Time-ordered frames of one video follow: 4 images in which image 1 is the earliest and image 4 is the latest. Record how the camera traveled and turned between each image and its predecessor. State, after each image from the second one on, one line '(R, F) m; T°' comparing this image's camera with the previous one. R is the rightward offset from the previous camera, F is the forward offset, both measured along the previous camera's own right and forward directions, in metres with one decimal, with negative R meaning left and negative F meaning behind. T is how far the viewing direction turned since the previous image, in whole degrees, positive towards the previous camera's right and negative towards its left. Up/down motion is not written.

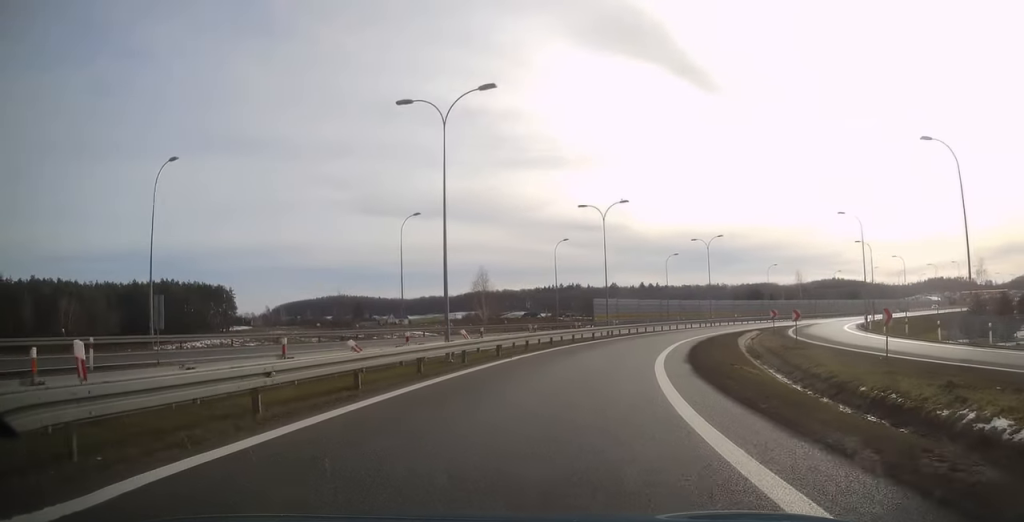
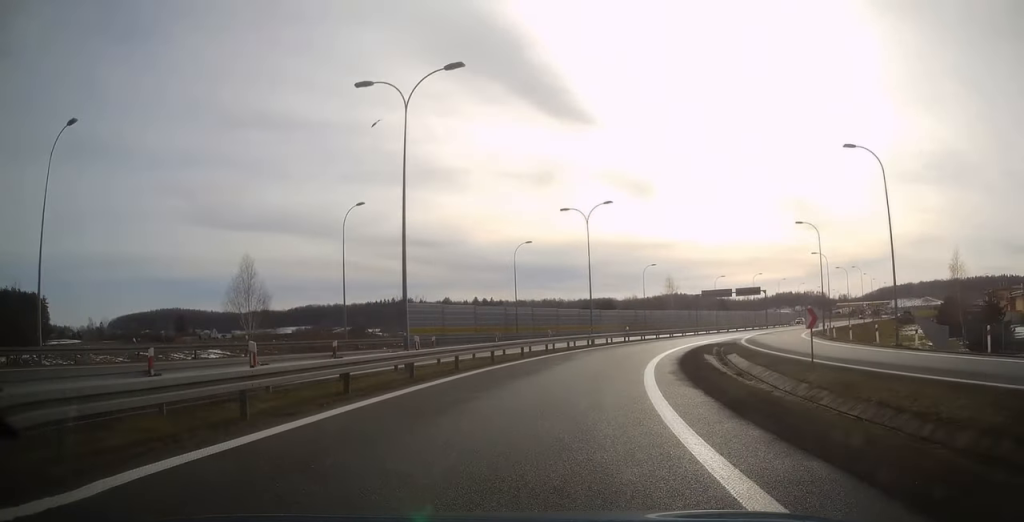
(+4.3, +26.5) m; +17°
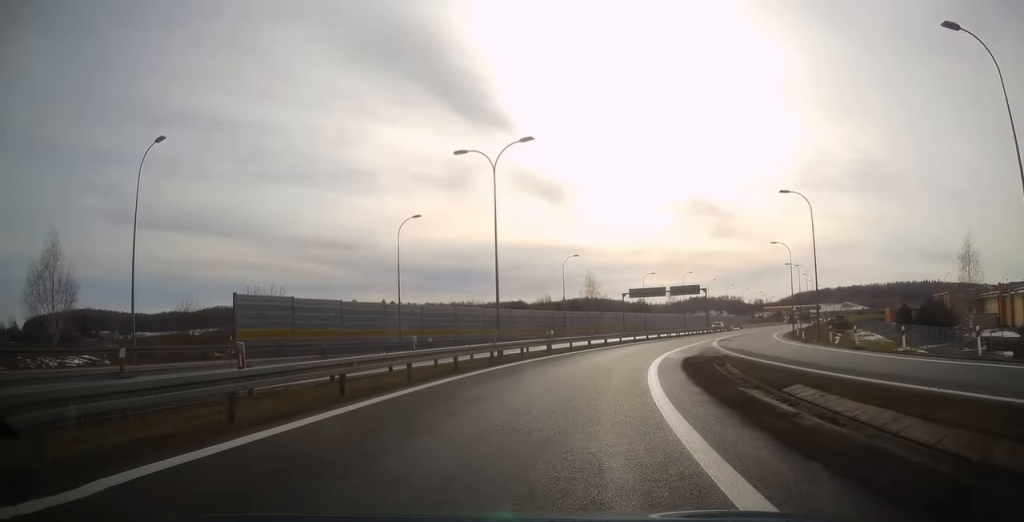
(+1.1, +15.7) m; +8°
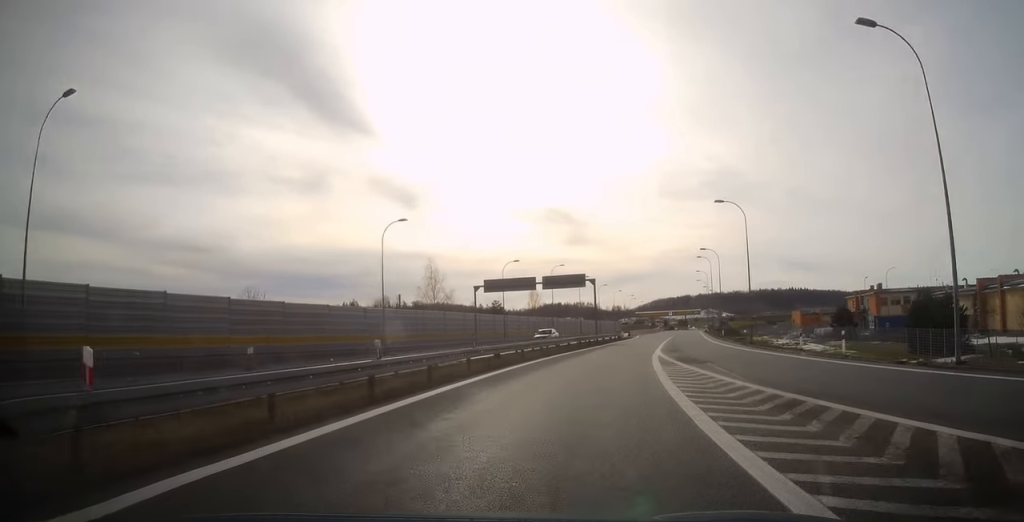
(+3.2, +26.4) m; +14°
